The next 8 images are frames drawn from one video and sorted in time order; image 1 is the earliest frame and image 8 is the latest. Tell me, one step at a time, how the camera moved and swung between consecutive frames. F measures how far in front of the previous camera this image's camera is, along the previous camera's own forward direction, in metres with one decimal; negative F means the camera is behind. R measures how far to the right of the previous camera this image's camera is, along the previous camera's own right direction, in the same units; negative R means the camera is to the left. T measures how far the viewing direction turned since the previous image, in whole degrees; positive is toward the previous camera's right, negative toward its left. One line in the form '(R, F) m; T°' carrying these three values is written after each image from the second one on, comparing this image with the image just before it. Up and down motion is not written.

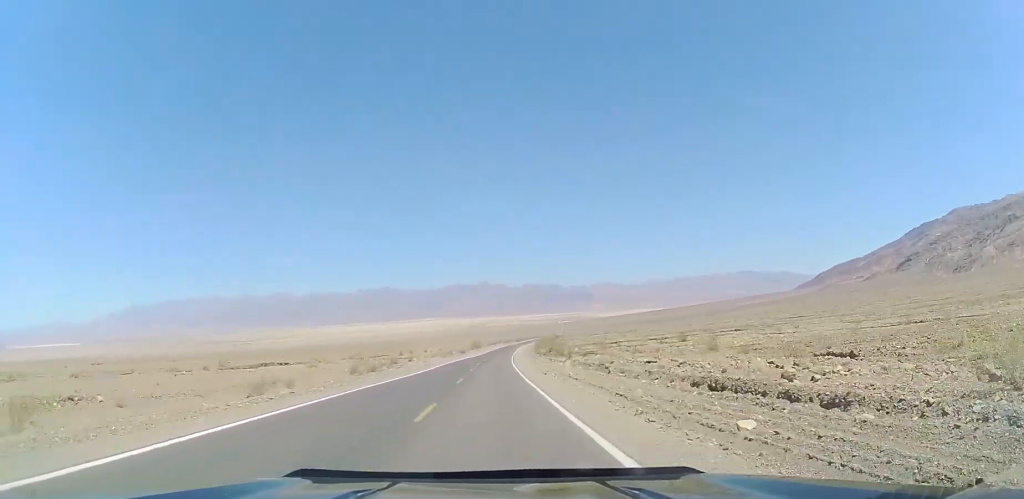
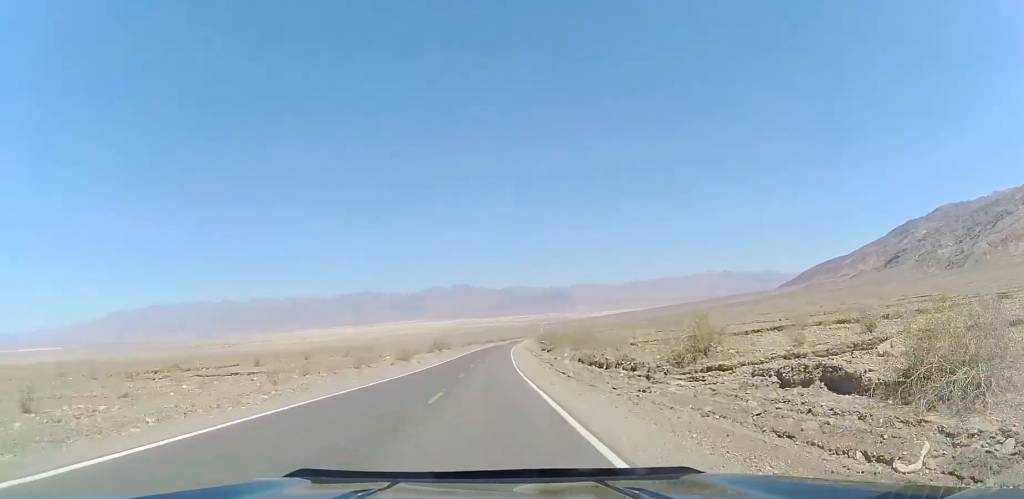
(+1.6, +69.1) m; +2°
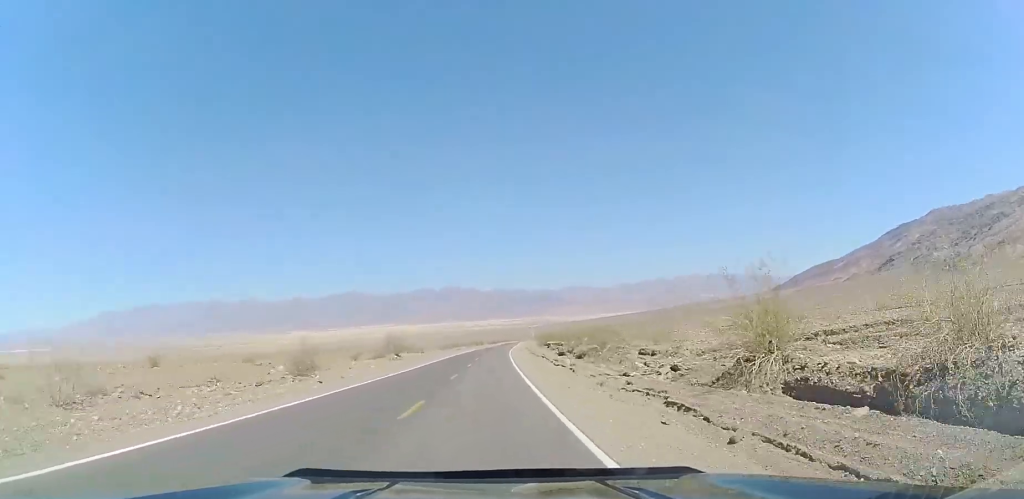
(0.0, +33.0) m; +1°
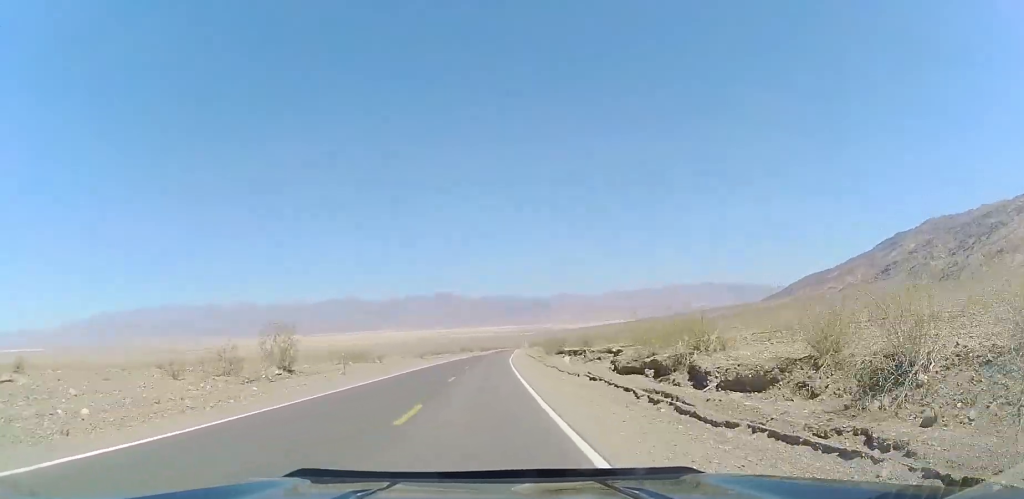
(+0.3, +29.8) m; +1°
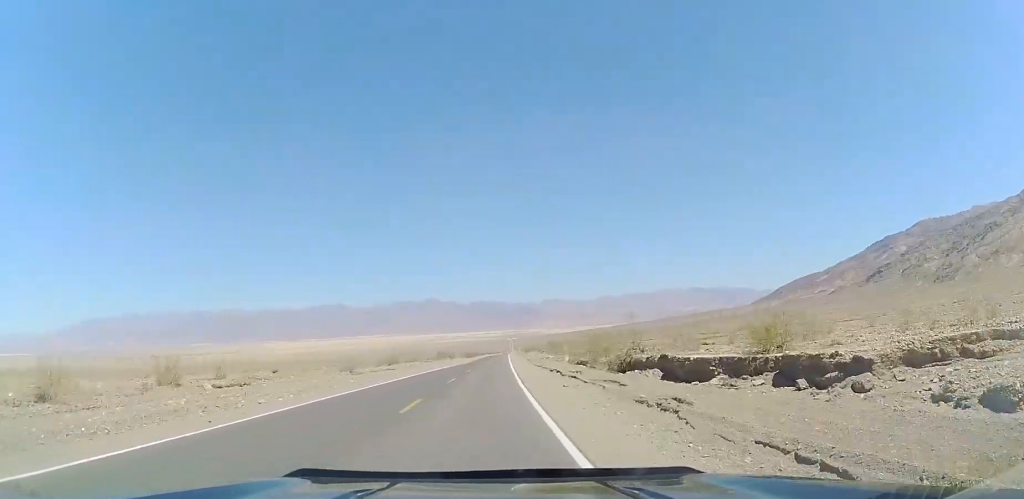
(+0.5, +40.8) m; +1°
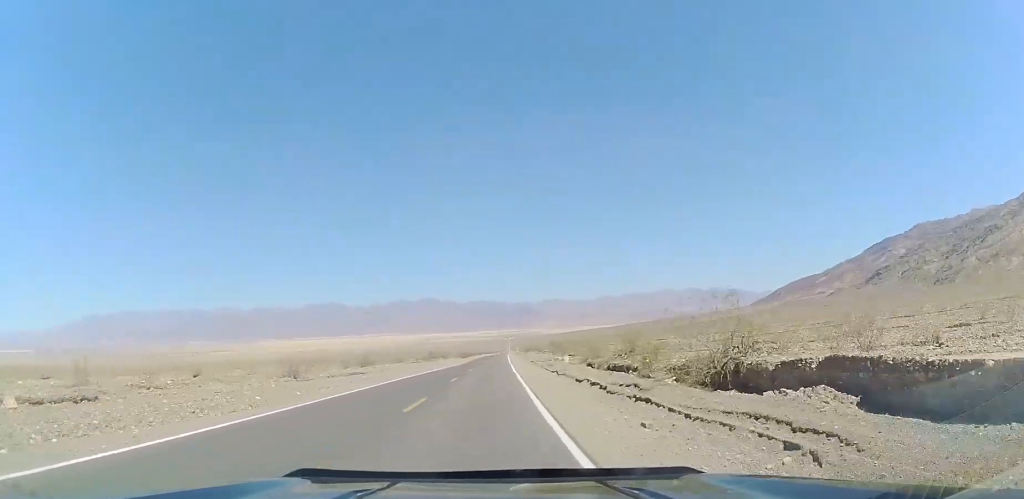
(+0.1, +14.4) m; 0°
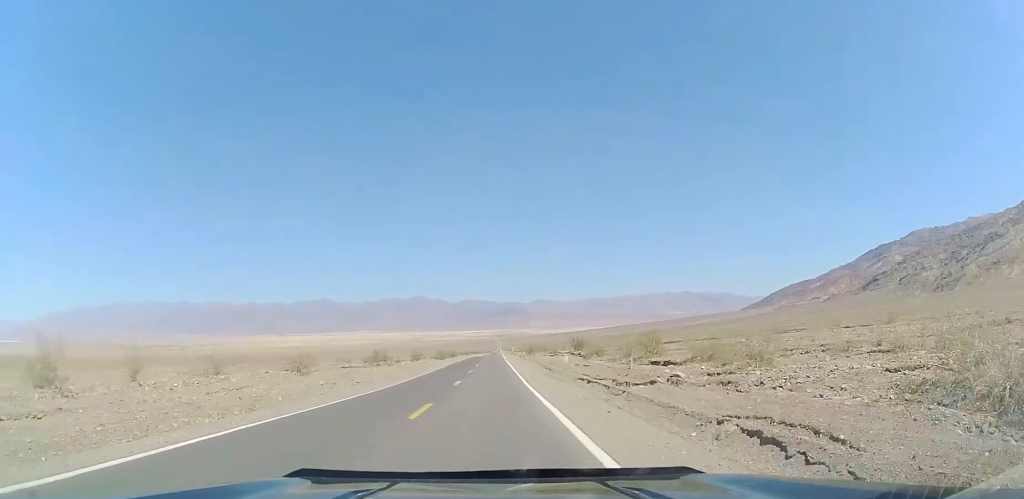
(+0.6, +45.2) m; +1°
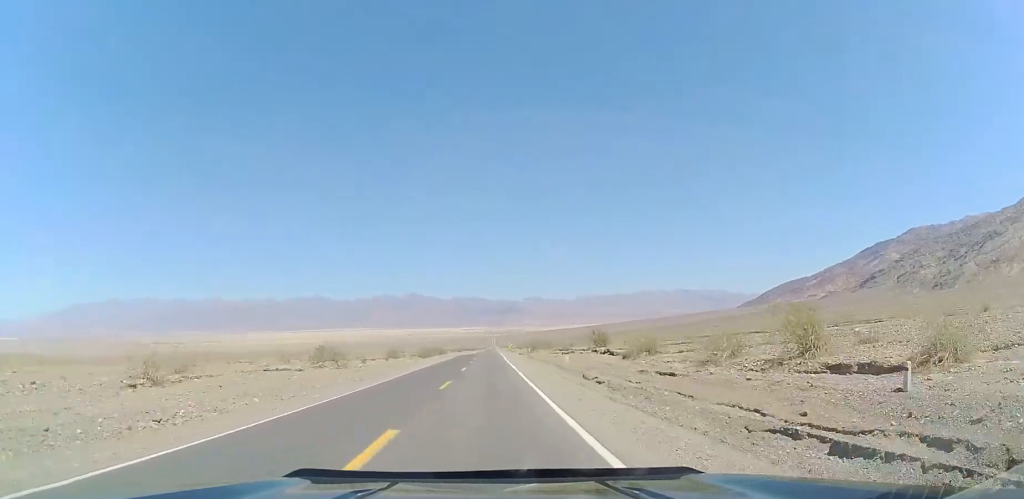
(+0.3, +20.9) m; +1°
